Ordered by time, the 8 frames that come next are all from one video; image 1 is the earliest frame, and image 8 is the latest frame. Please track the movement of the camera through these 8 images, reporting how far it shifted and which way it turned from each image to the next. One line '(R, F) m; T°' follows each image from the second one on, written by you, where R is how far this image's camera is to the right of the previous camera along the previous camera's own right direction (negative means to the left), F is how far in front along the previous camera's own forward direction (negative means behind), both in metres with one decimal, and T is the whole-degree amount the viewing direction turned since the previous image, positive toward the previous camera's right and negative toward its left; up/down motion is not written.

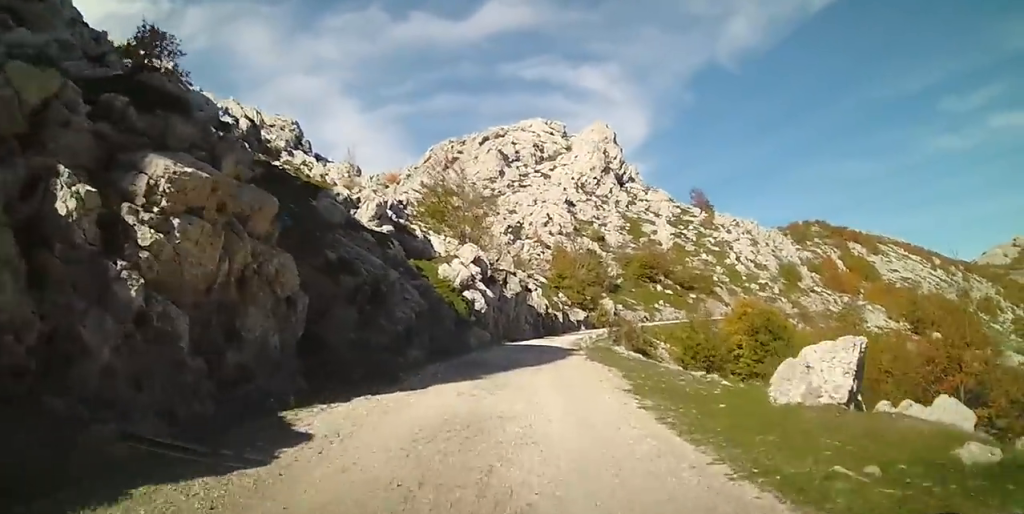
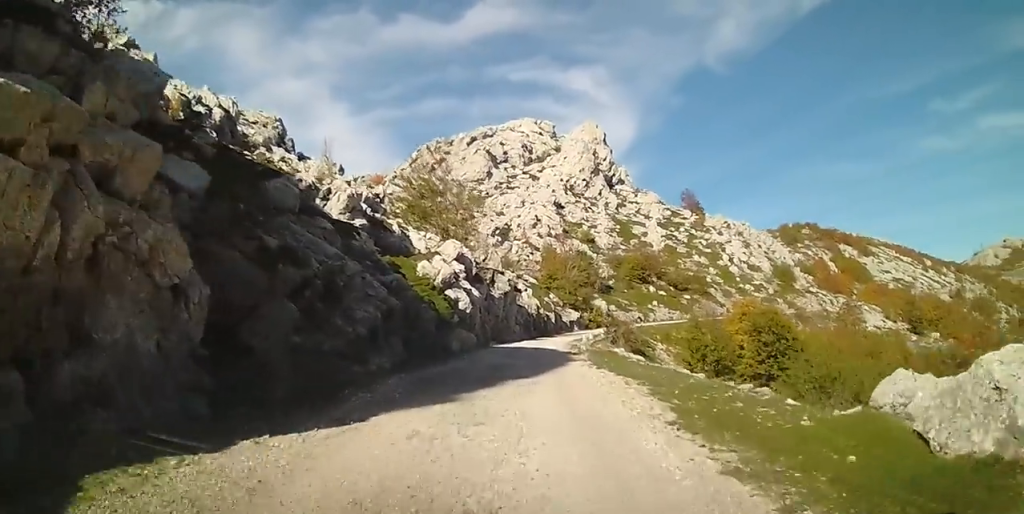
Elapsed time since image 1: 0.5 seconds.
(+0.1, +4.0) m; +2°
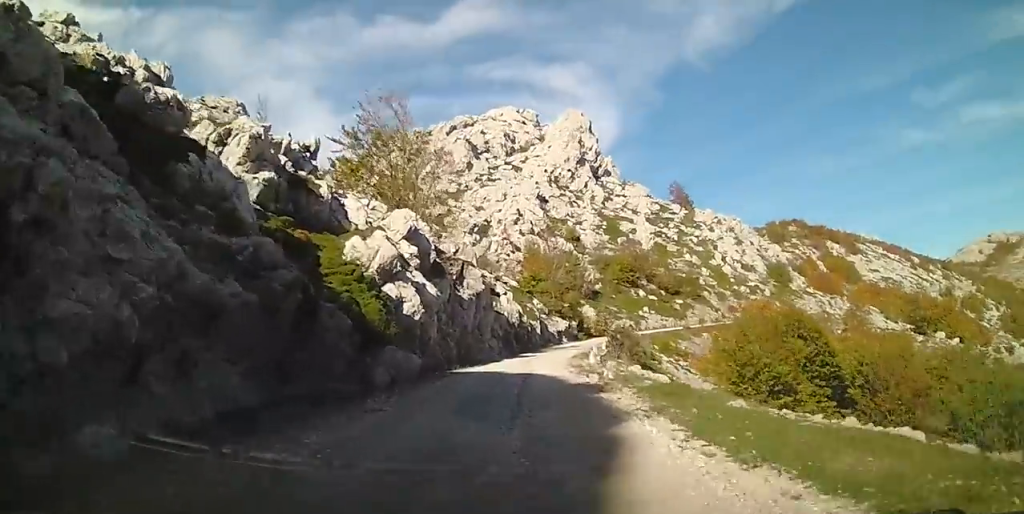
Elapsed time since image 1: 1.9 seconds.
(+0.4, +11.4) m; +3°
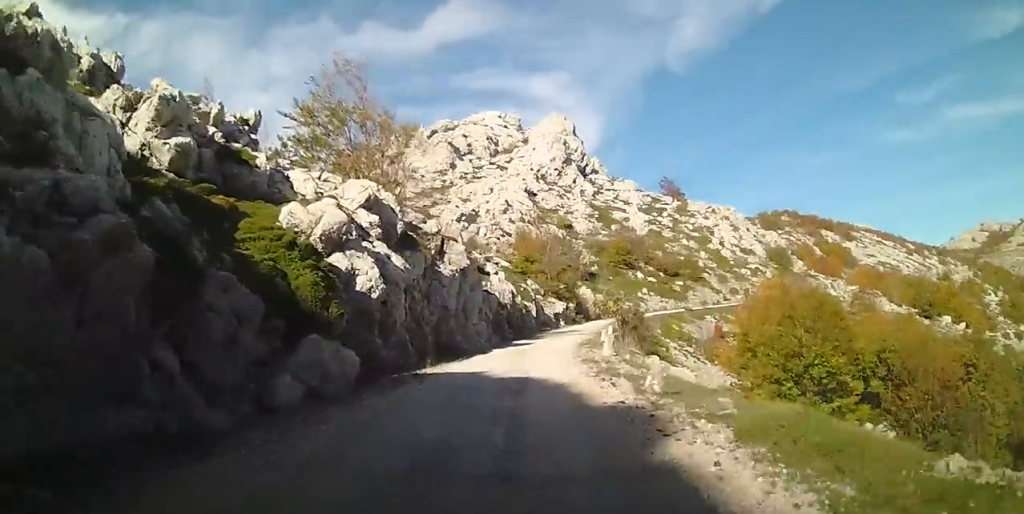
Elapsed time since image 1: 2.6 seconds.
(0.0, +5.6) m; +2°
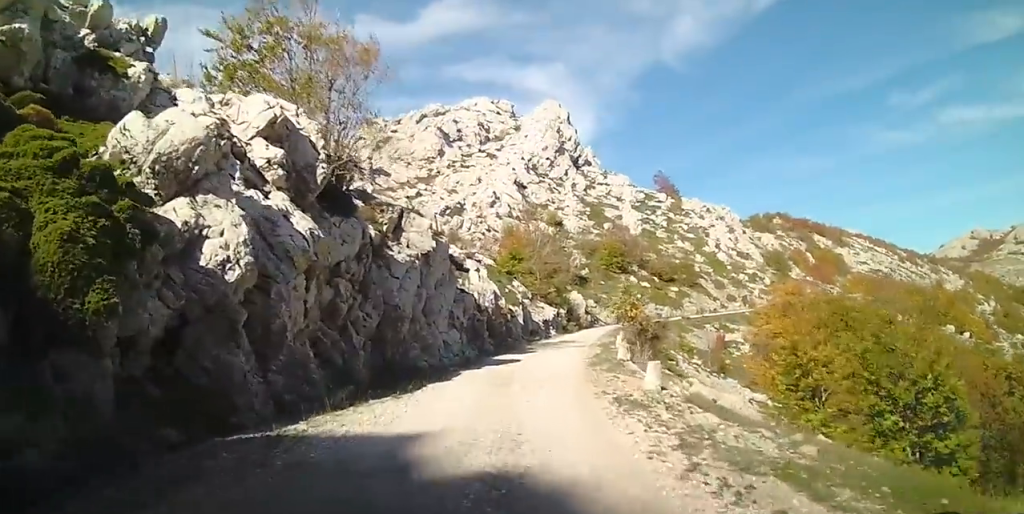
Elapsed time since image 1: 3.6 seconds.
(+0.3, +7.8) m; +3°
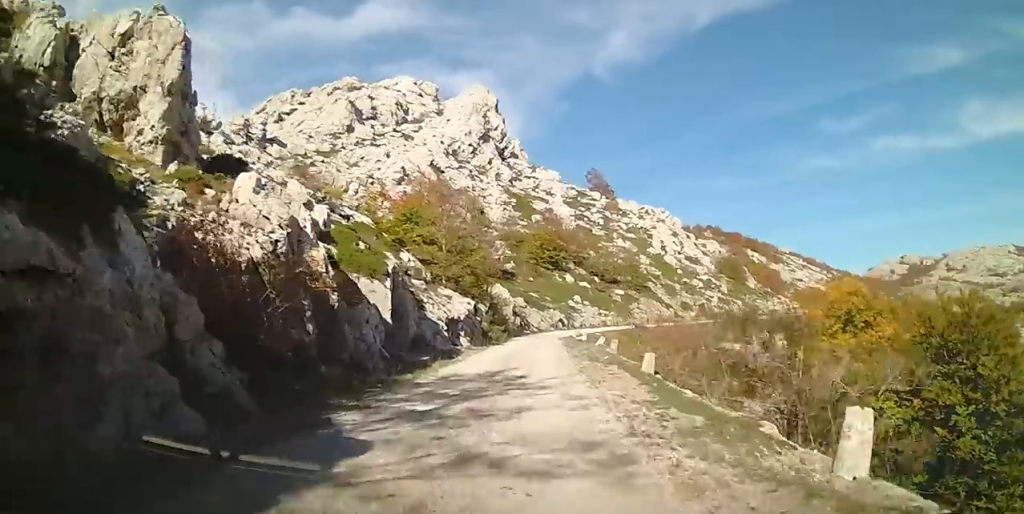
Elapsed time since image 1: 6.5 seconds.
(+1.2, +23.2) m; +8°
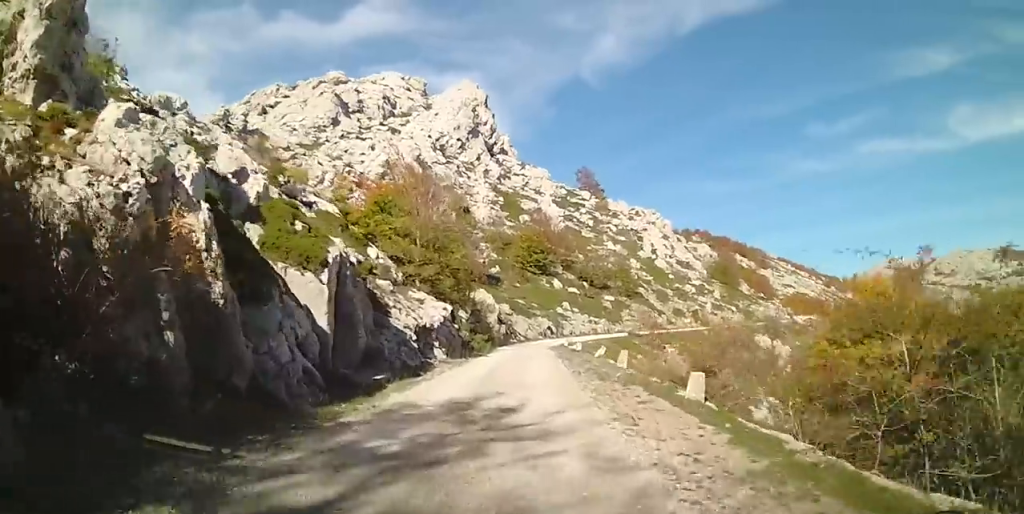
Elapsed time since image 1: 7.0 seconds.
(+0.2, +4.5) m; +2°
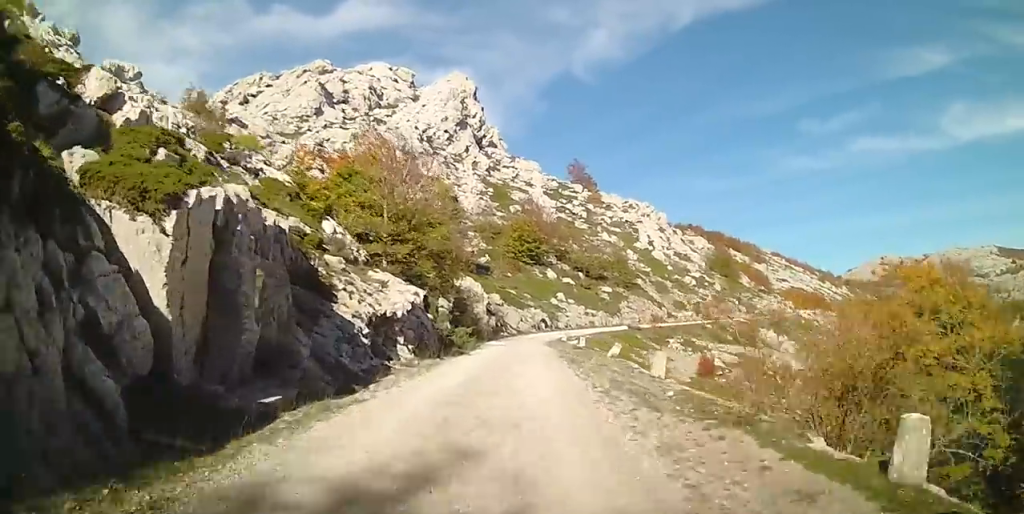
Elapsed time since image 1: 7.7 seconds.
(-0.1, +5.6) m; -1°
